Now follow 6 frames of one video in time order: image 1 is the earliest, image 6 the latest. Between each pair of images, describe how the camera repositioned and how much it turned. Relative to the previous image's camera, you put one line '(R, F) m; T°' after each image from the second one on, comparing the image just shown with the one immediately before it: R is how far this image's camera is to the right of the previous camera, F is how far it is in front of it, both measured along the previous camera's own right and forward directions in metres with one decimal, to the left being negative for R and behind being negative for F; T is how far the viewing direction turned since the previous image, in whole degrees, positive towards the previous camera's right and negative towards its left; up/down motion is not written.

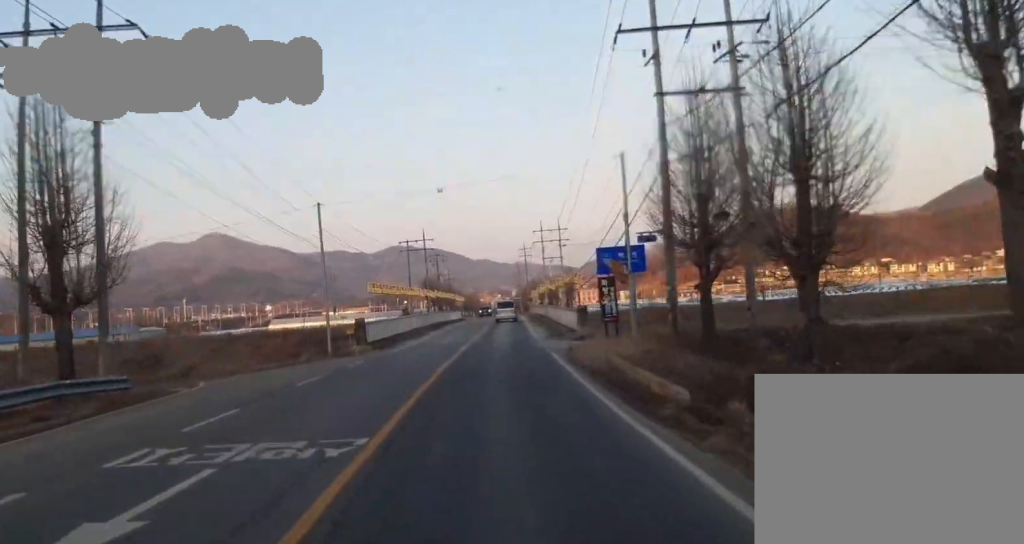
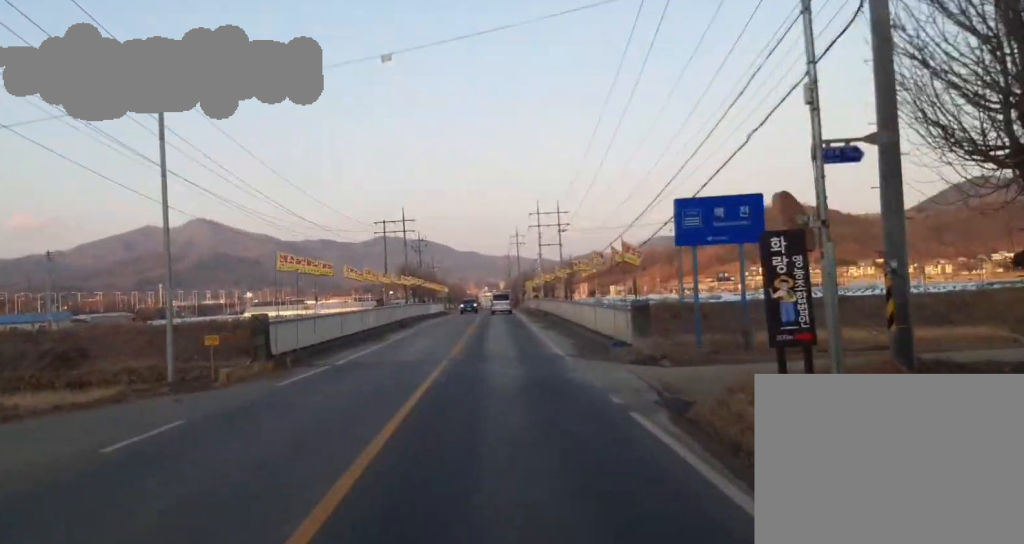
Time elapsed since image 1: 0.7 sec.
(+0.1, +19.2) m; +4°
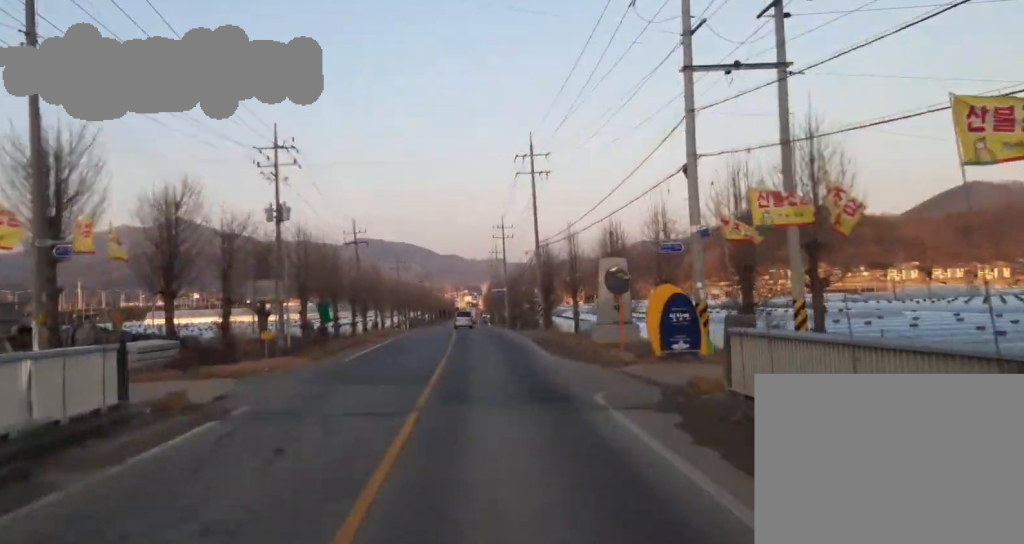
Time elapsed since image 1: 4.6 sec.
(+9.9, +105.3) m; +5°
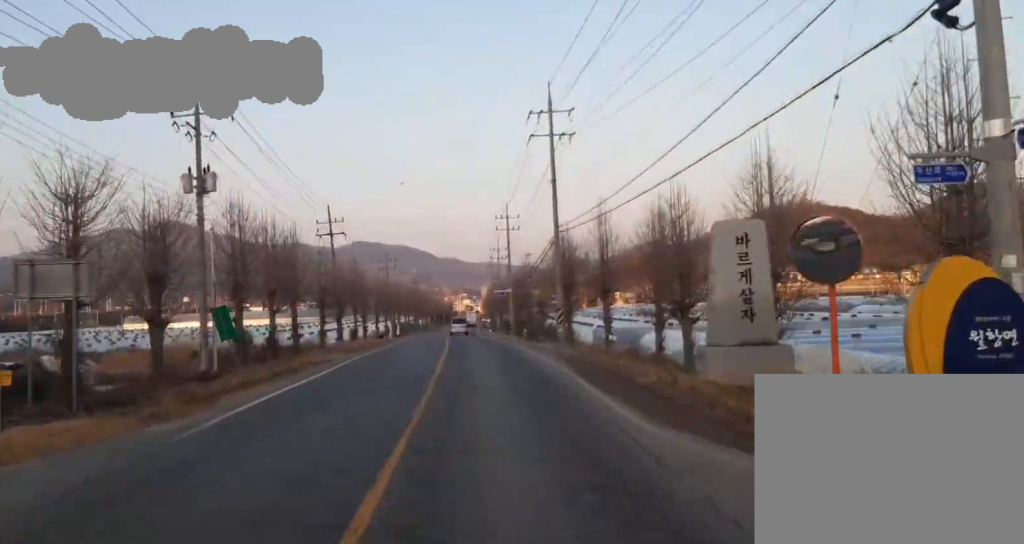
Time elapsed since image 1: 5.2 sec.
(-0.1, +16.3) m; 0°
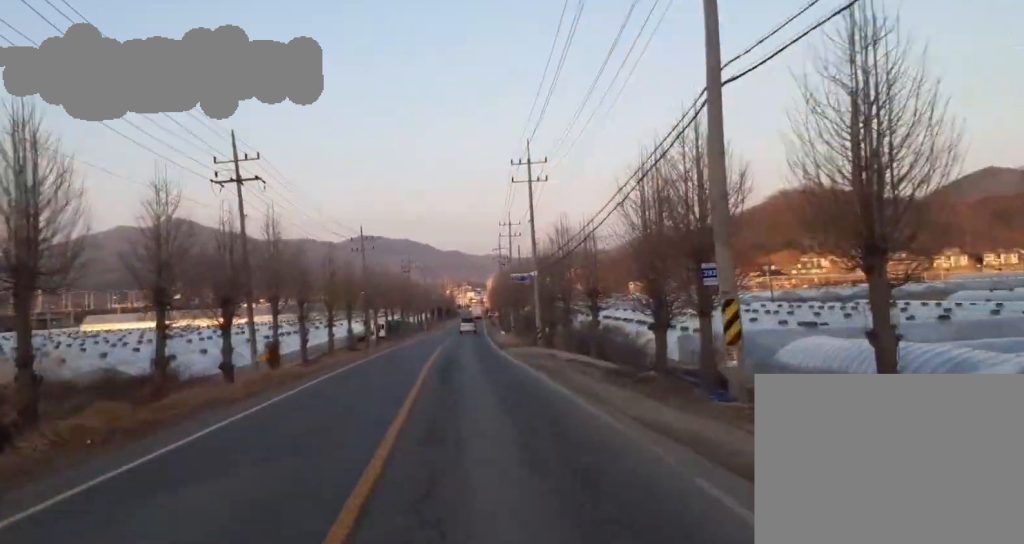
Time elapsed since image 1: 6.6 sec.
(+0.3, +35.7) m; 0°
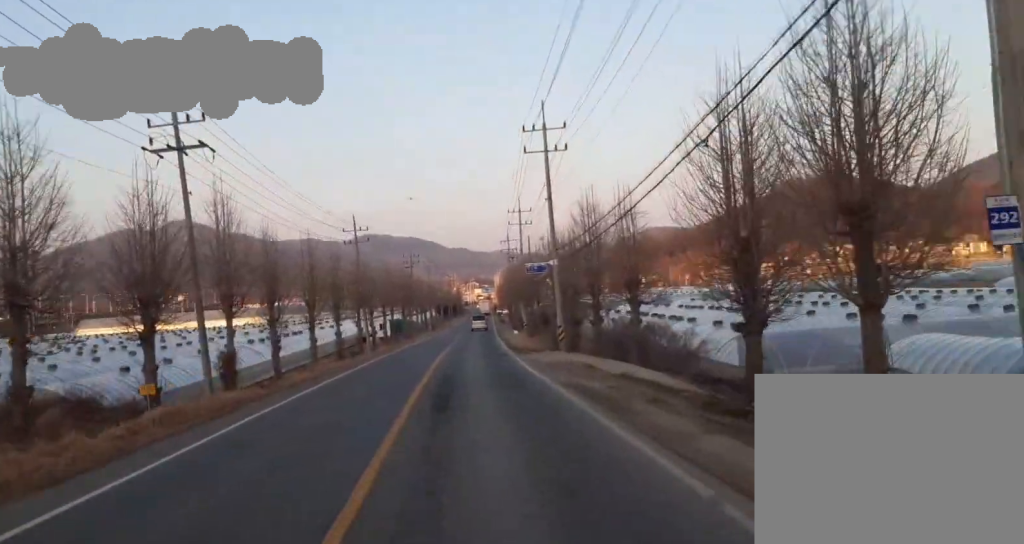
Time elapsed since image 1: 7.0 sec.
(-0.1, +10.5) m; 0°
